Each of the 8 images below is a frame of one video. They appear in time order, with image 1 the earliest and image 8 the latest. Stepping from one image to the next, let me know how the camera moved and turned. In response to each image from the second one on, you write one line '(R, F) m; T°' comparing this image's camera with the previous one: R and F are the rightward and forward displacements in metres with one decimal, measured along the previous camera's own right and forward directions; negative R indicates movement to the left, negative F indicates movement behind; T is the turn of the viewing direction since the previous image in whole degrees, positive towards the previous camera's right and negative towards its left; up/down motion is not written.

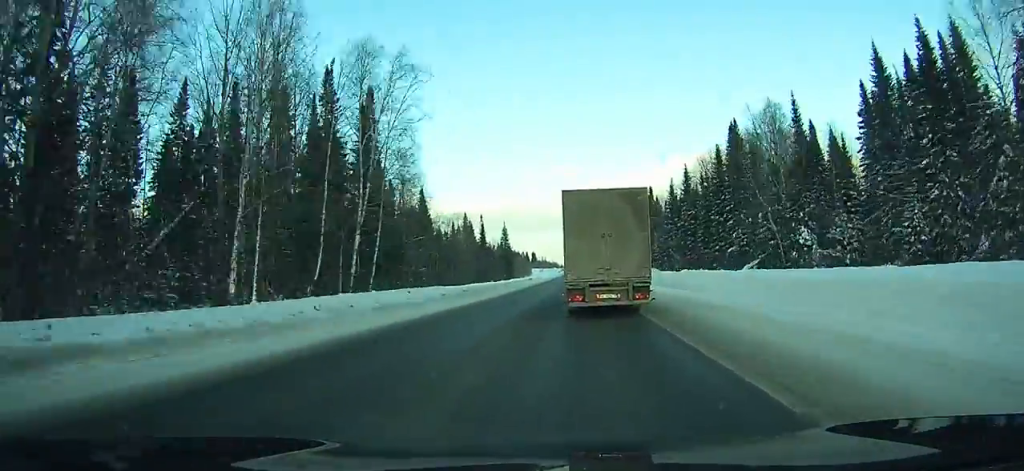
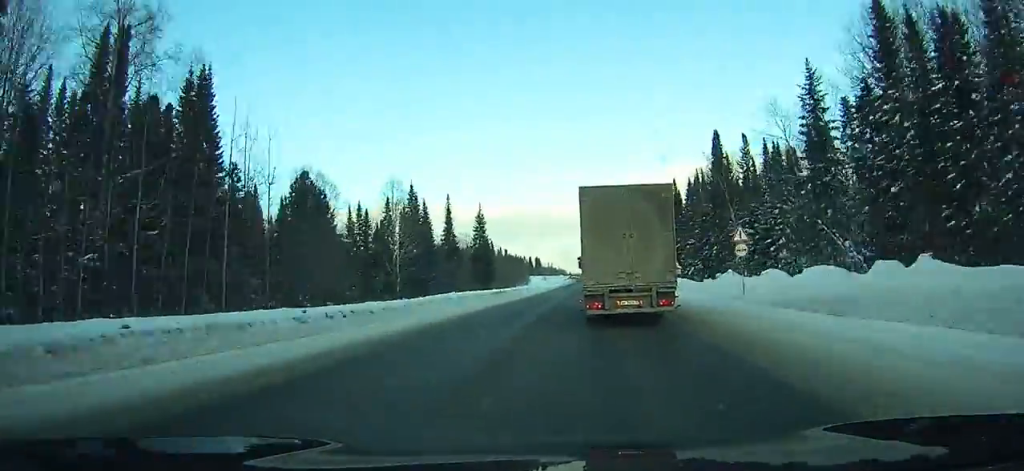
(-0.2, +65.5) m; 0°
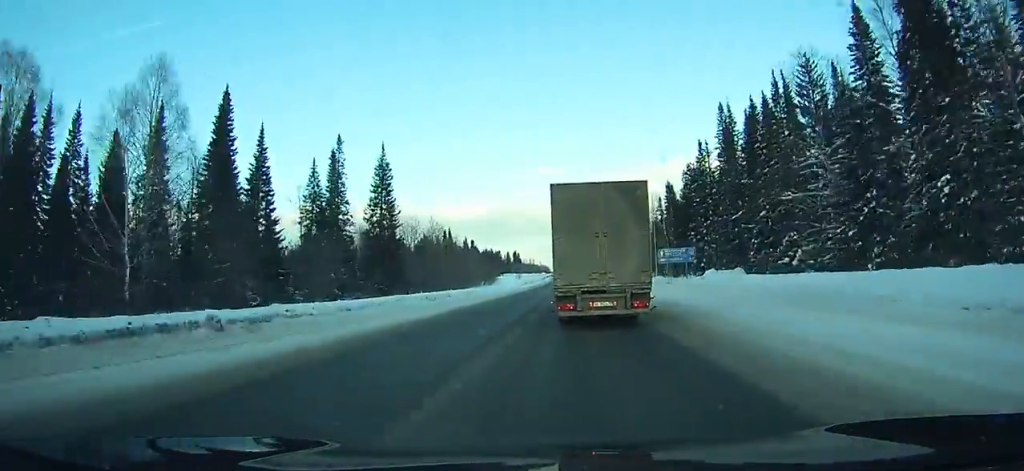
(-0.1, +57.5) m; 0°
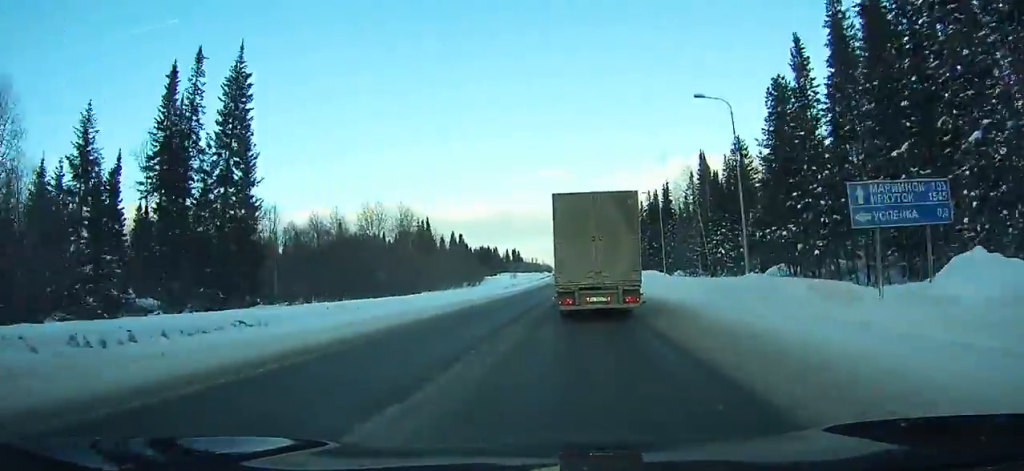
(0.0, +36.2) m; 0°
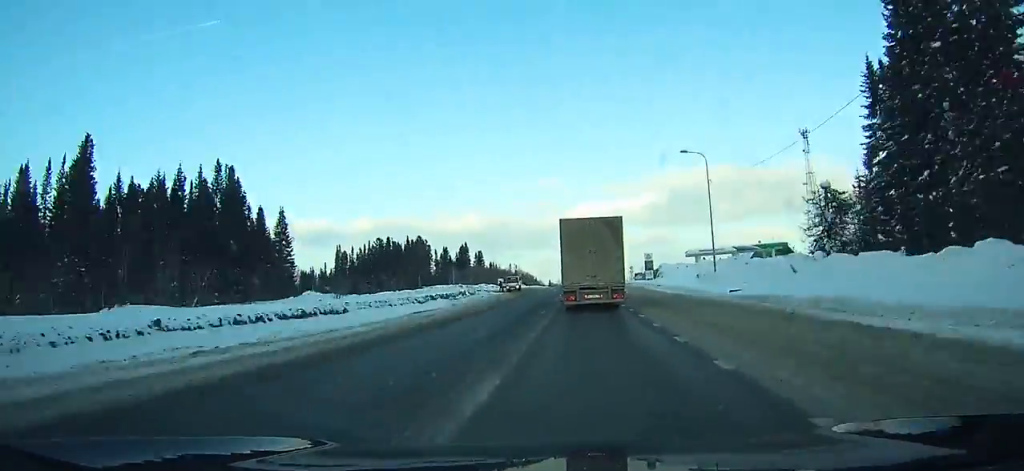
(+0.7, +141.8) m; 0°
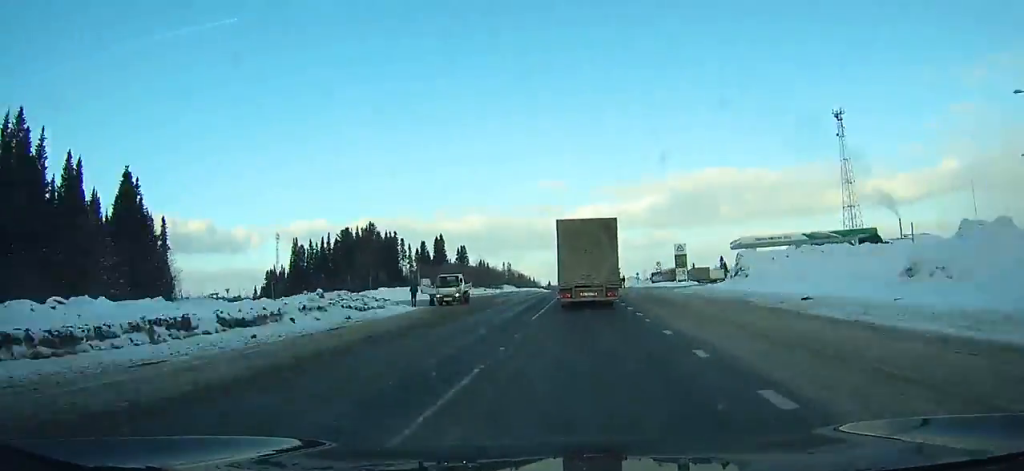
(0.0, +39.3) m; 0°
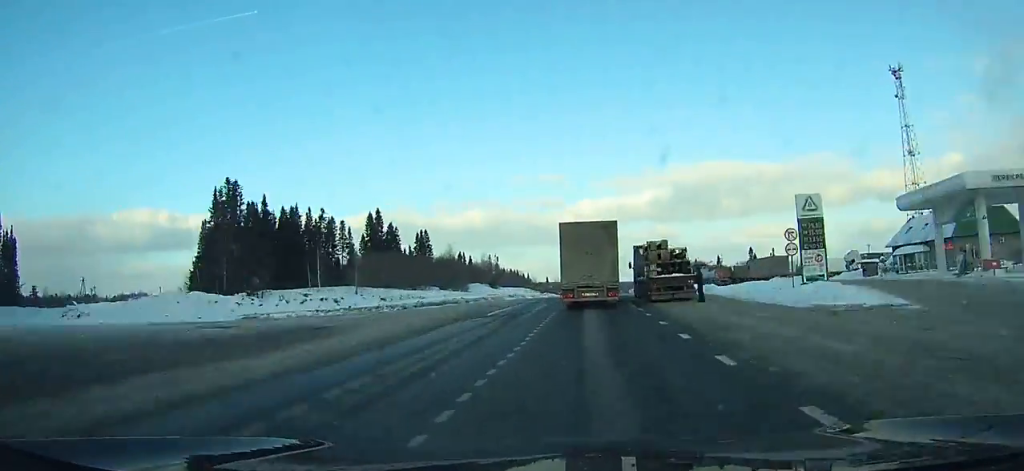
(+0.3, +52.9) m; +1°
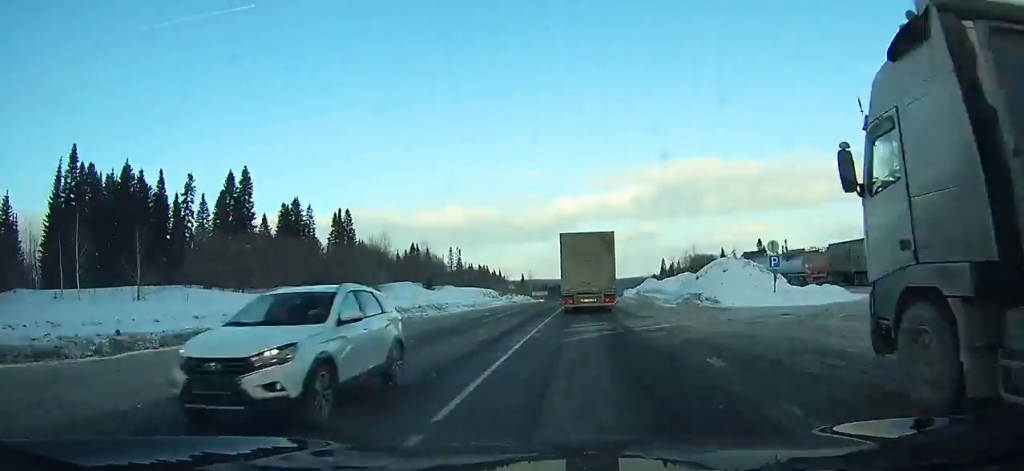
(+0.1, +40.8) m; +1°
